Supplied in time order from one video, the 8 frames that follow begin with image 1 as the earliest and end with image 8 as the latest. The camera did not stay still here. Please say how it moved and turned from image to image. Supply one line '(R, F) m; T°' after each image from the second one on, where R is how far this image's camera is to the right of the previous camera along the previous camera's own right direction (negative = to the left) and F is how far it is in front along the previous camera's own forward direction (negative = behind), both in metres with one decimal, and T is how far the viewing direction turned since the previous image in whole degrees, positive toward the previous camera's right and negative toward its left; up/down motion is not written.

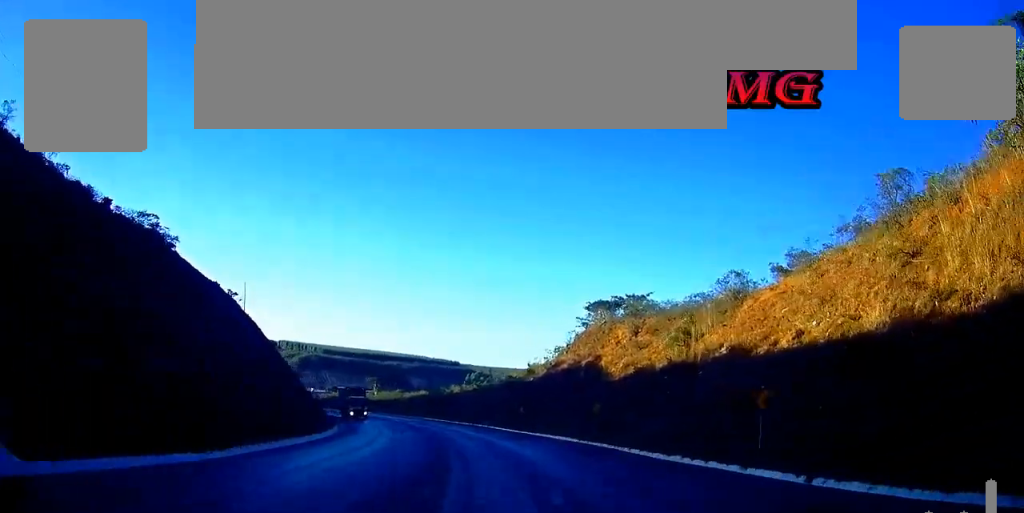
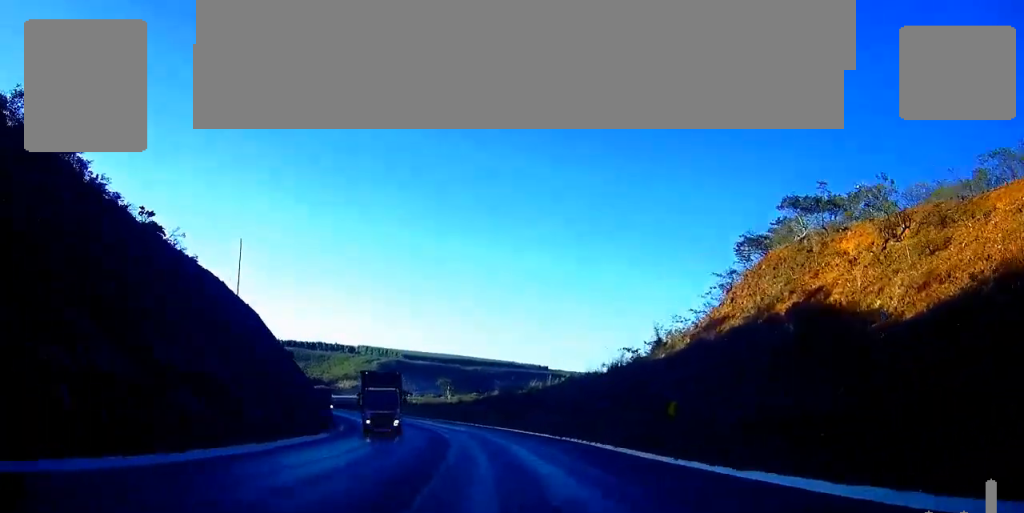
(-1.6, +28.4) m; -7°
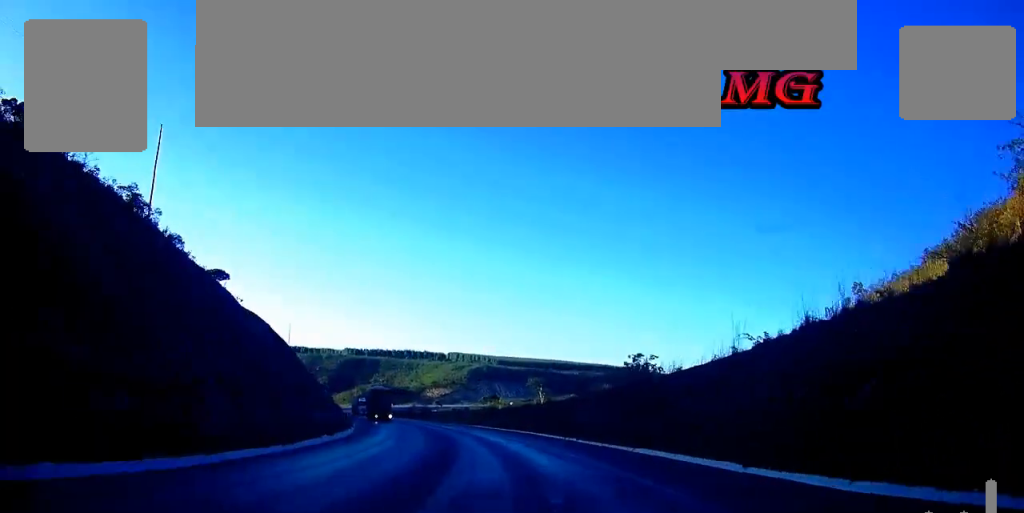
(-2.9, +34.3) m; -10°
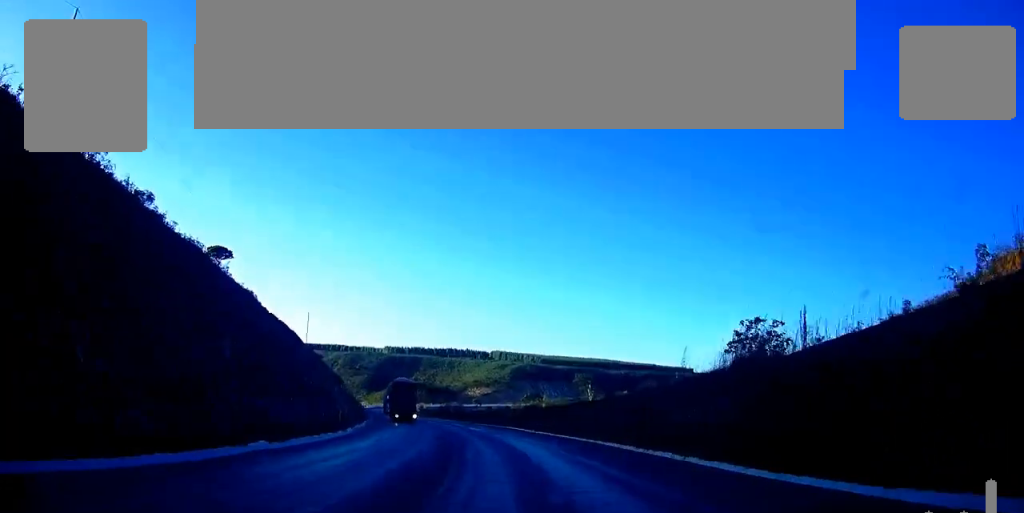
(-0.7, +15.5) m; -4°
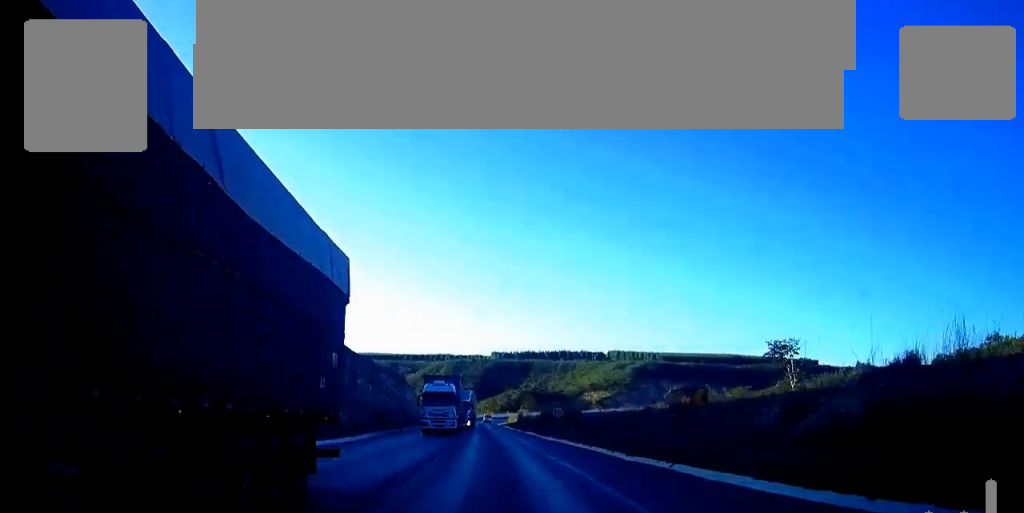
(-5.5, +59.2) m; -9°
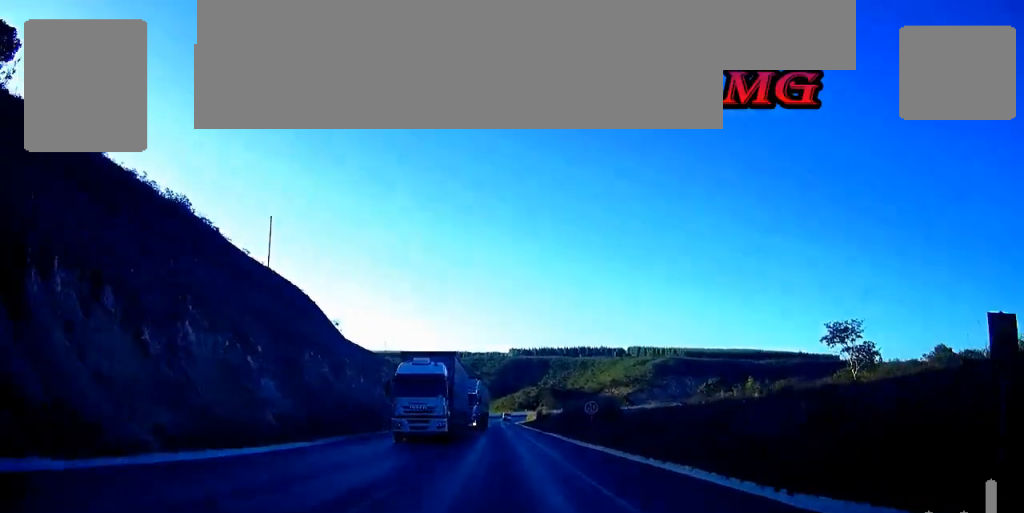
(-0.1, +12.6) m; -1°
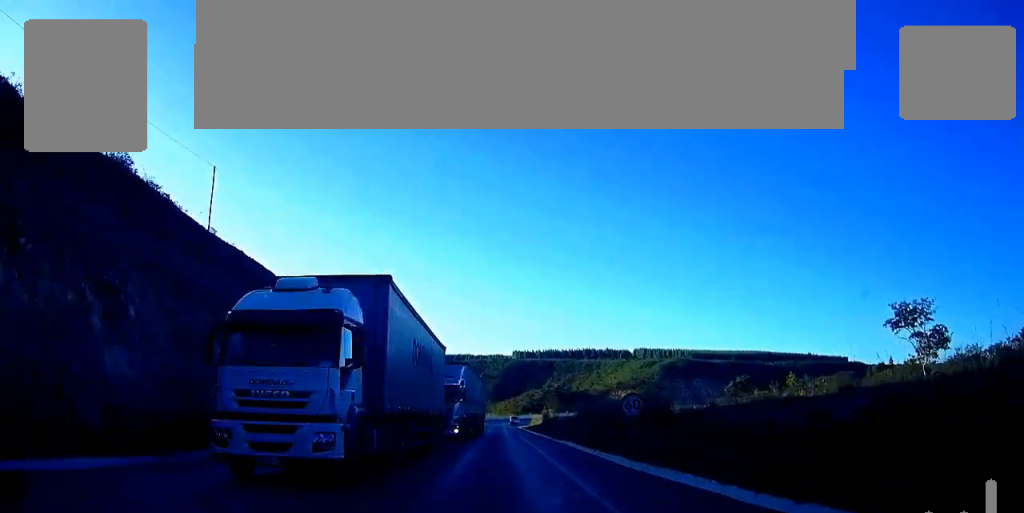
(-0.2, +13.6) m; 0°
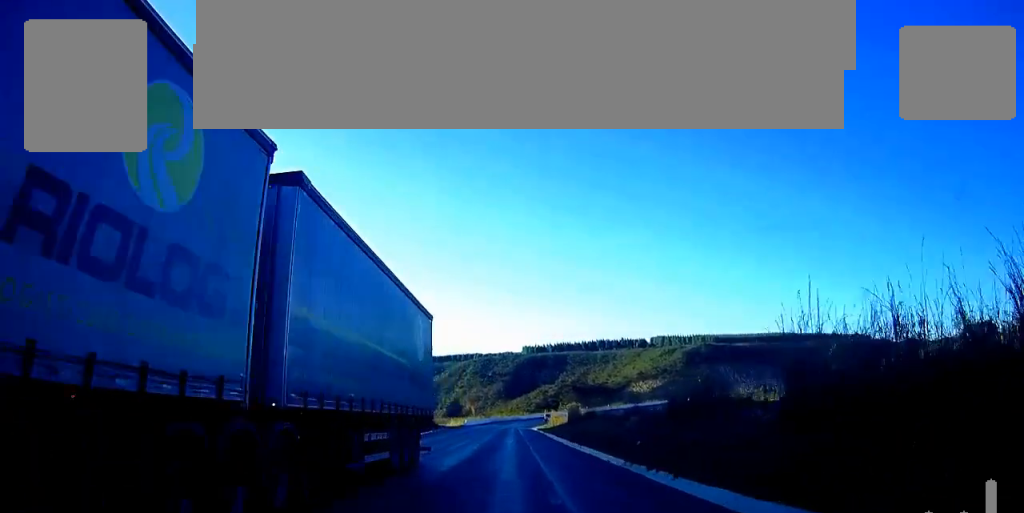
(-0.2, +33.3) m; -1°
